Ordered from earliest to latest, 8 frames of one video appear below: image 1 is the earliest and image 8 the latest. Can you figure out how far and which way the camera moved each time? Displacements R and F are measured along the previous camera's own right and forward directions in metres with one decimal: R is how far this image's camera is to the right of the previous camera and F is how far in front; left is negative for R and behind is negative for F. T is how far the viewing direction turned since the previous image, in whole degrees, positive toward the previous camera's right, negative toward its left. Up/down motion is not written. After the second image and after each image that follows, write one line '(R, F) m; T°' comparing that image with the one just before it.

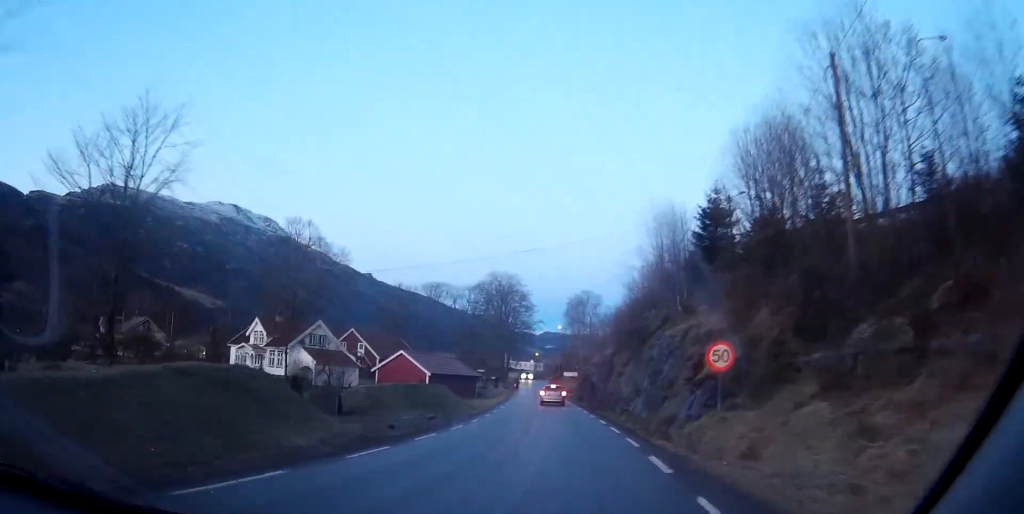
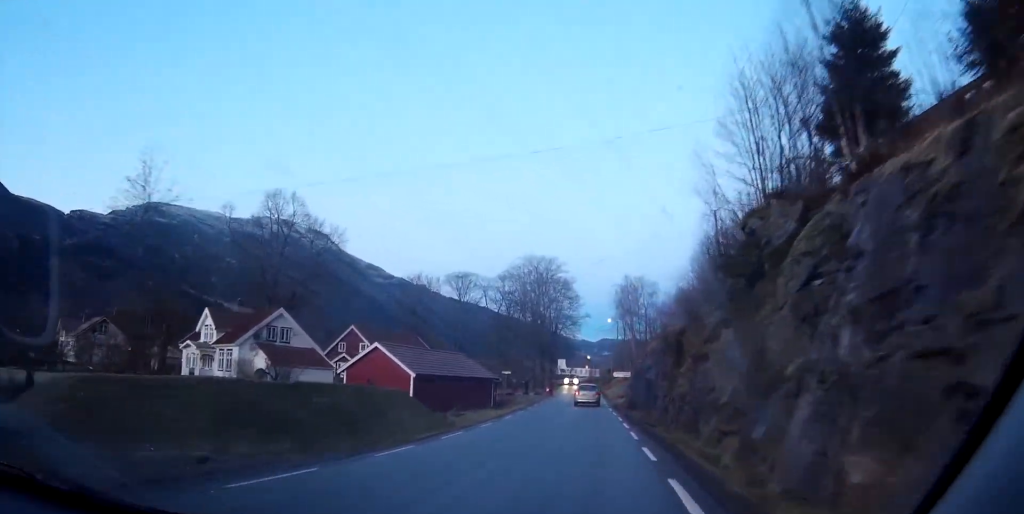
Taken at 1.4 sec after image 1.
(-0.9, +22.8) m; -3°
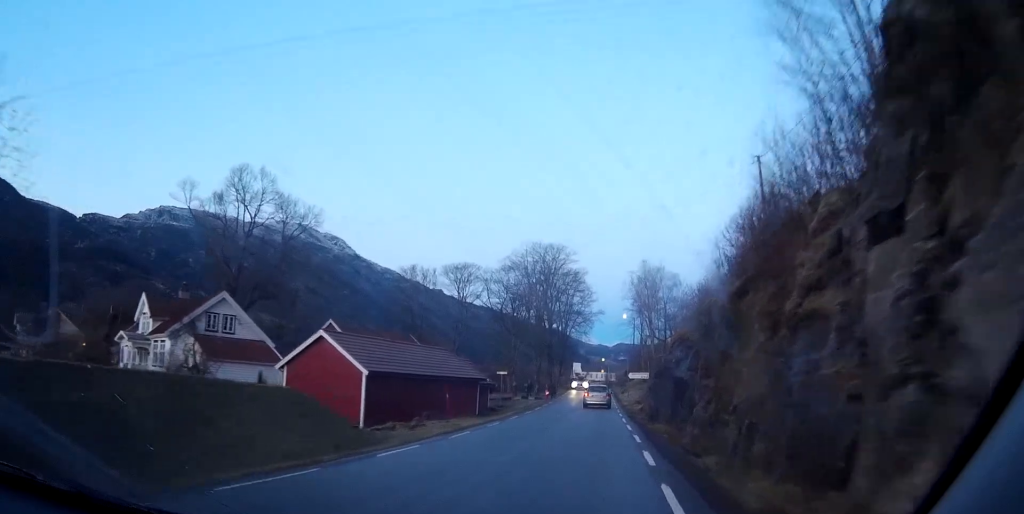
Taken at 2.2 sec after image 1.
(-0.1, +12.3) m; 0°
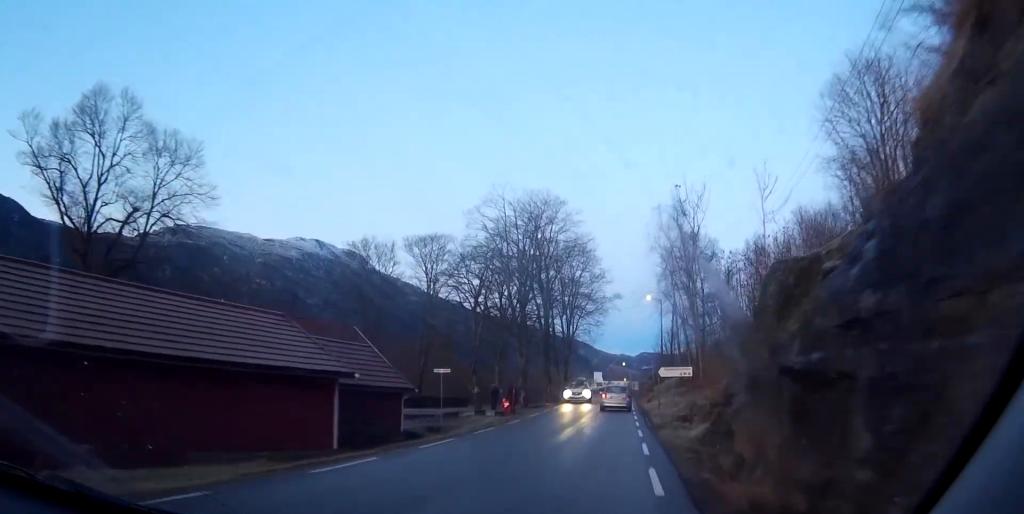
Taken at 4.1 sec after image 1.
(+0.1, +27.3) m; -1°
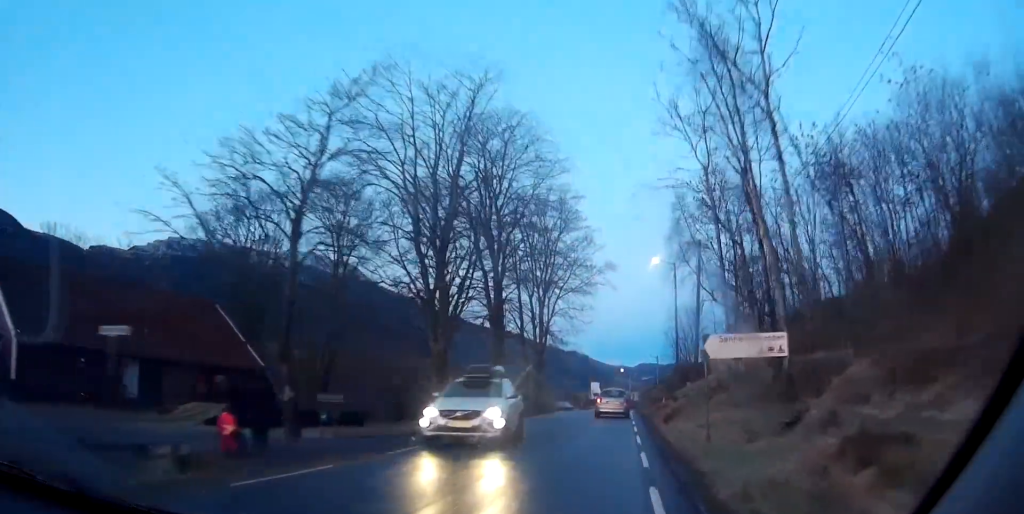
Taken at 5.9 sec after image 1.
(-0.7, +26.4) m; -2°
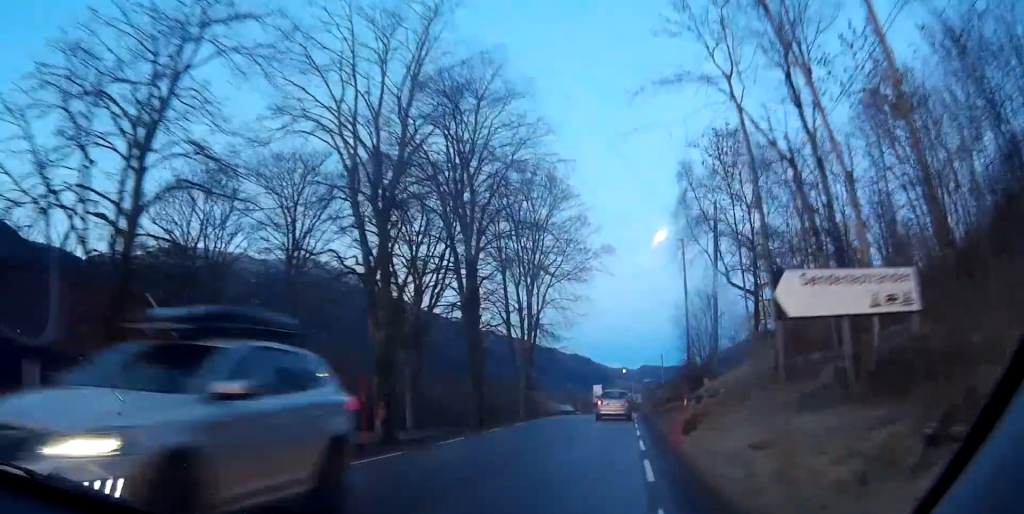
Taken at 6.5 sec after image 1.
(+0.1, +8.2) m; 0°
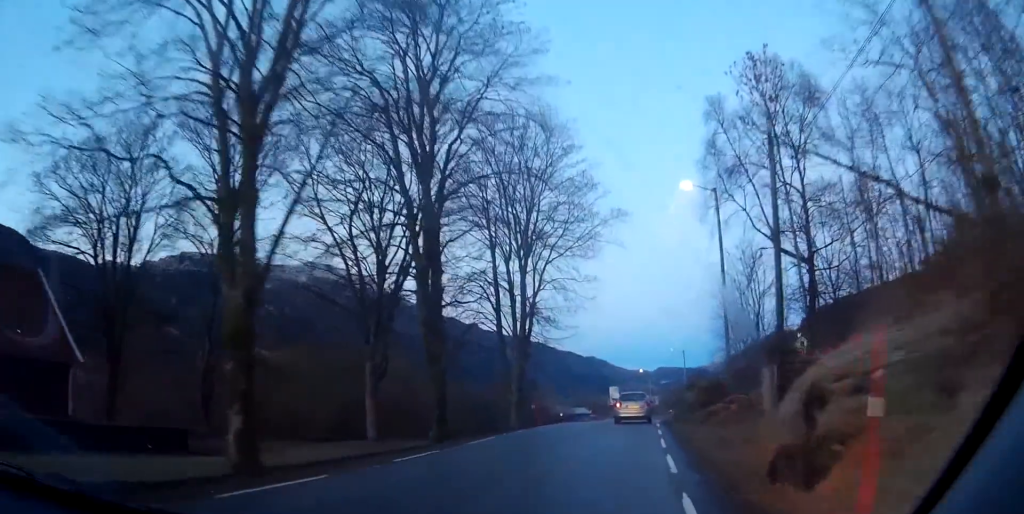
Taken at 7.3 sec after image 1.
(-0.1, +10.8) m; +1°
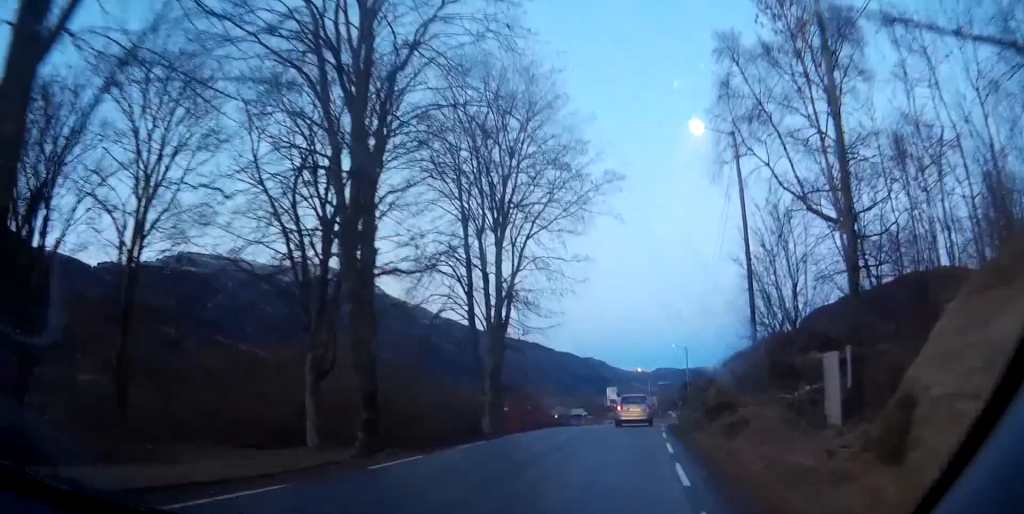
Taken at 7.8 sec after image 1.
(-0.1, +7.4) m; +1°
